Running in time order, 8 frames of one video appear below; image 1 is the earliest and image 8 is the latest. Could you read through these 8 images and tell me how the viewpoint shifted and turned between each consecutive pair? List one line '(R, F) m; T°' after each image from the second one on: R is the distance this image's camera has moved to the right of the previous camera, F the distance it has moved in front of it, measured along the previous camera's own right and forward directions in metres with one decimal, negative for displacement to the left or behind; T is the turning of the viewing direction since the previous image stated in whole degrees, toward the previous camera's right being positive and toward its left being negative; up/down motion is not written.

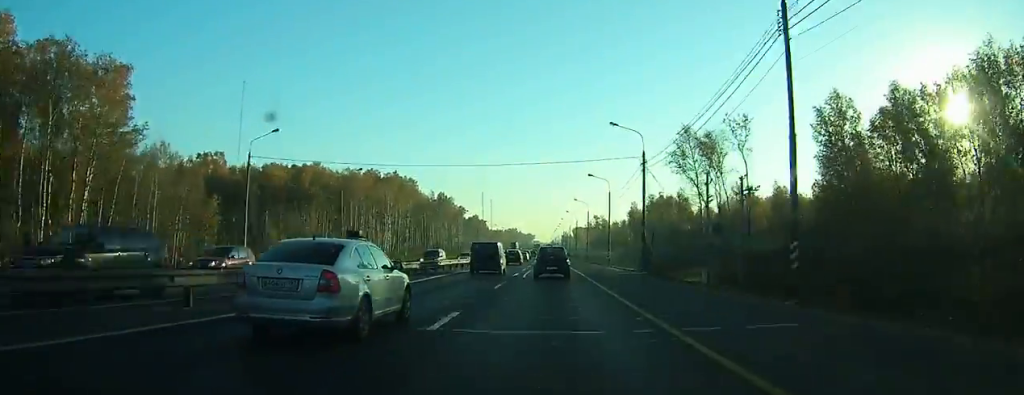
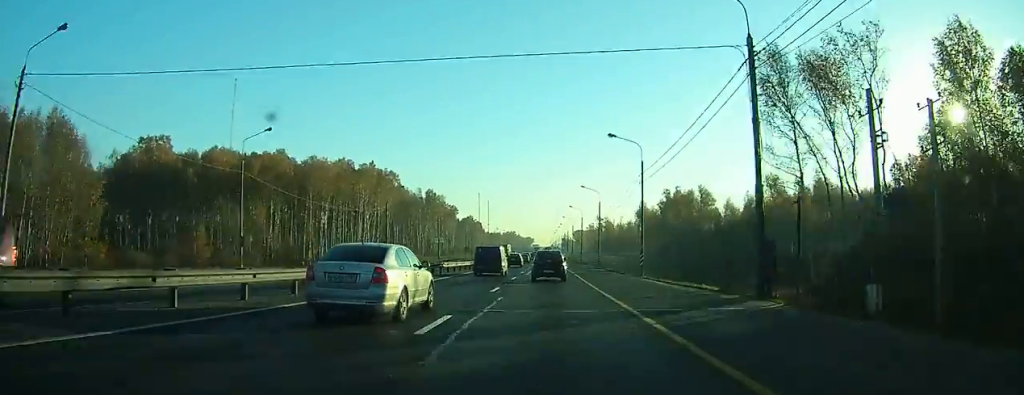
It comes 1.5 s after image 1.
(0.0, +24.1) m; 0°
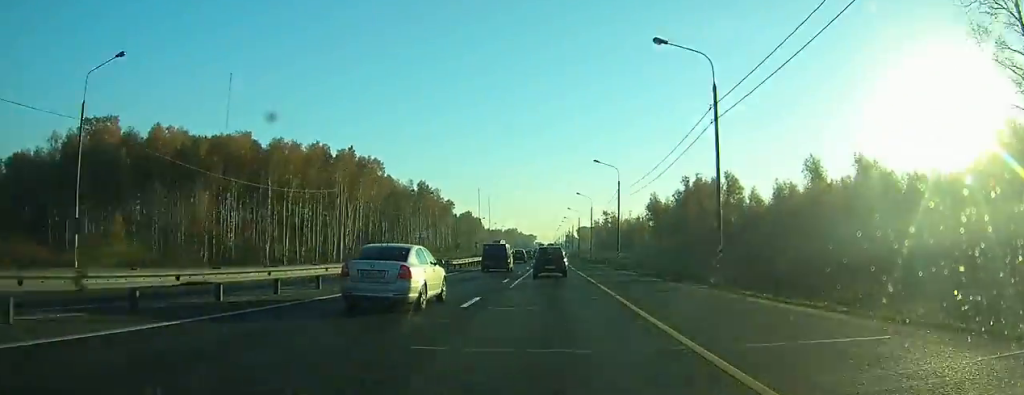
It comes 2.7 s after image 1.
(+0.1, +19.1) m; 0°
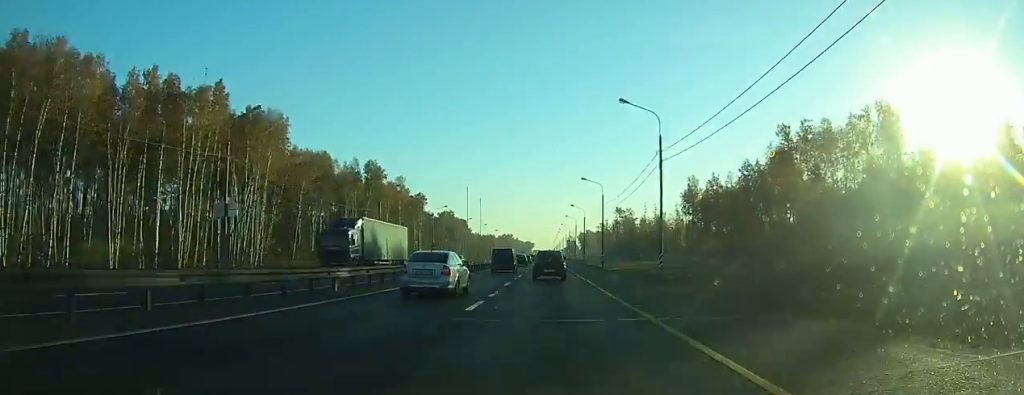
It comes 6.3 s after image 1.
(-0.7, +62.2) m; -2°
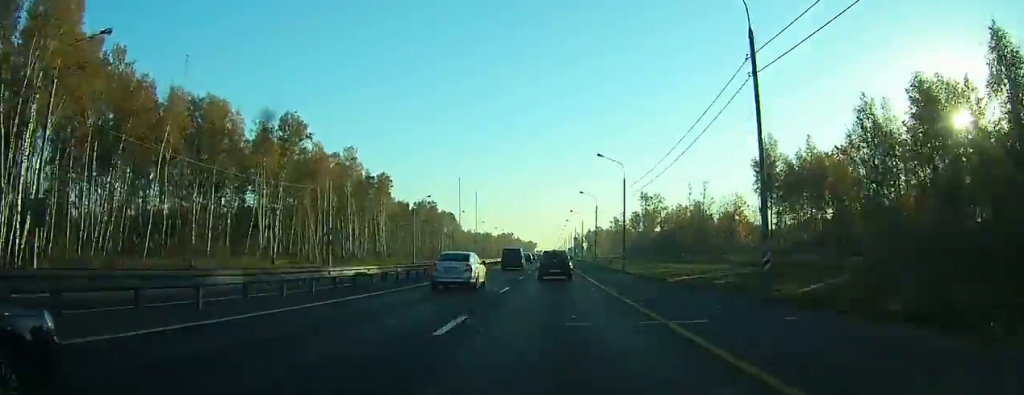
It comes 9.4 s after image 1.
(-0.3, +51.5) m; 0°
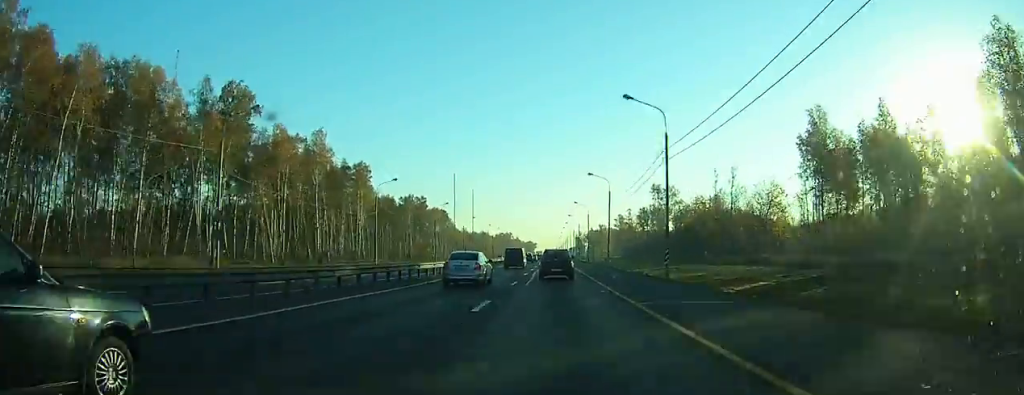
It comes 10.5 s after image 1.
(0.0, +18.7) m; 0°
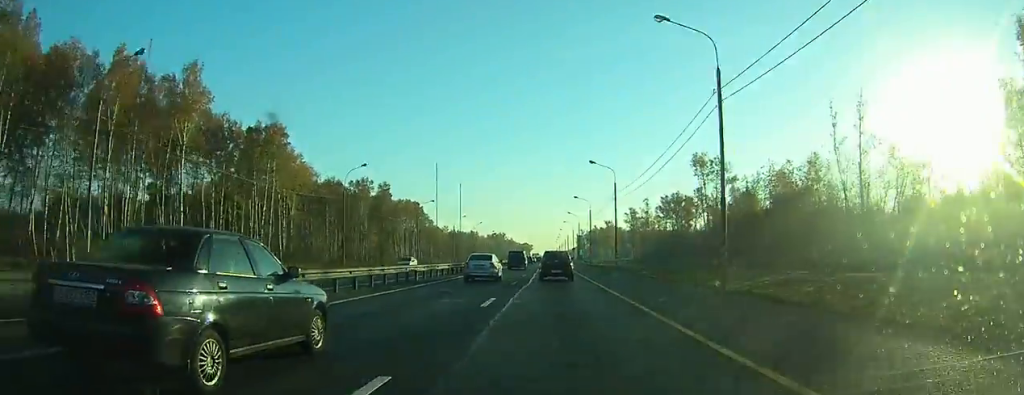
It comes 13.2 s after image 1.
(+0.3, +46.7) m; +1°
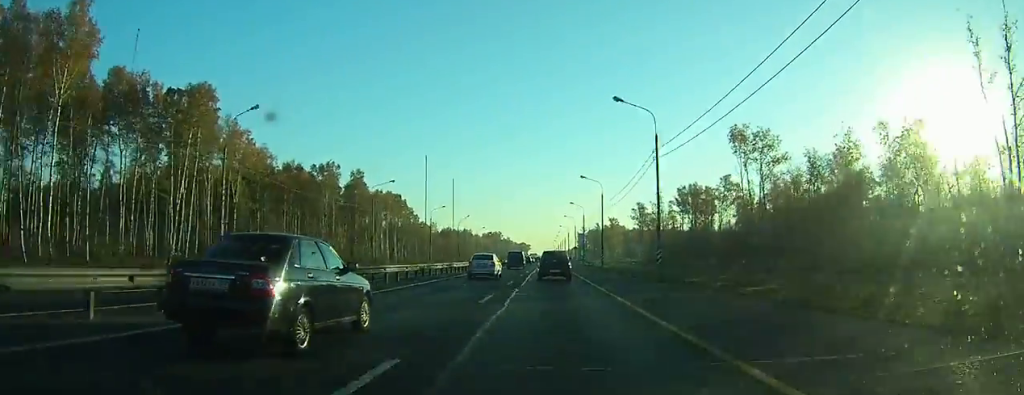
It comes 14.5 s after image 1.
(+0.1, +24.9) m; 0°
